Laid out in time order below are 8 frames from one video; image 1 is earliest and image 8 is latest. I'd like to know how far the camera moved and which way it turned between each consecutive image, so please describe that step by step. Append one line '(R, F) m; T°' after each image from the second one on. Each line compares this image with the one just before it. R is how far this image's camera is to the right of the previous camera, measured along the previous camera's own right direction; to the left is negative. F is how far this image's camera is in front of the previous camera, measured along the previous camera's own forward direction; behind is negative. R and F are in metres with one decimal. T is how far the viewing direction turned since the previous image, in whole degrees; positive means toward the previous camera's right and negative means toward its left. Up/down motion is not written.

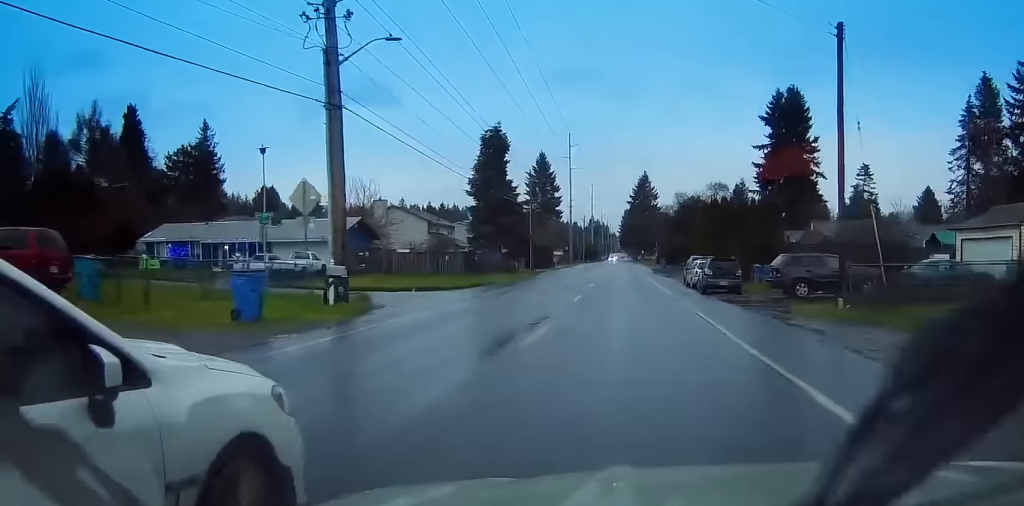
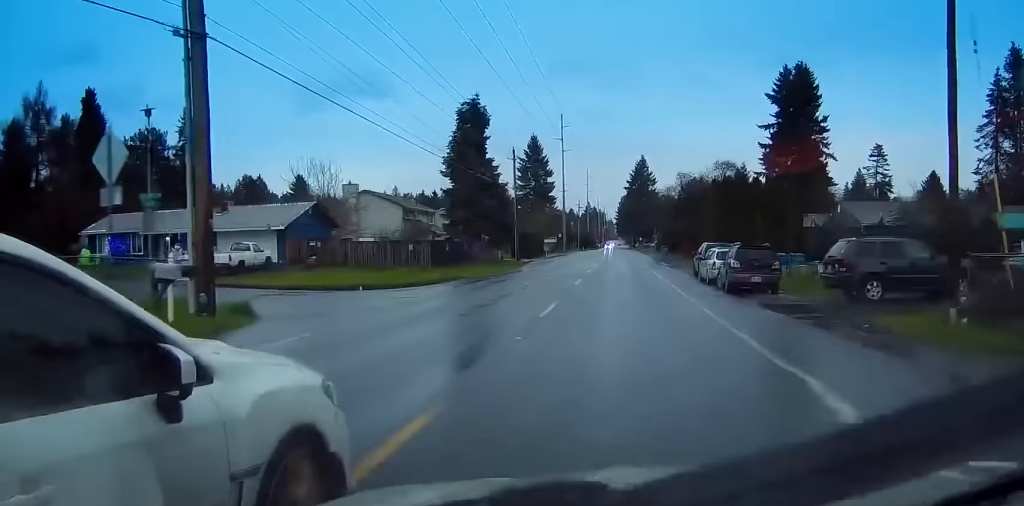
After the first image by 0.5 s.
(+0.2, +8.4) m; +1°
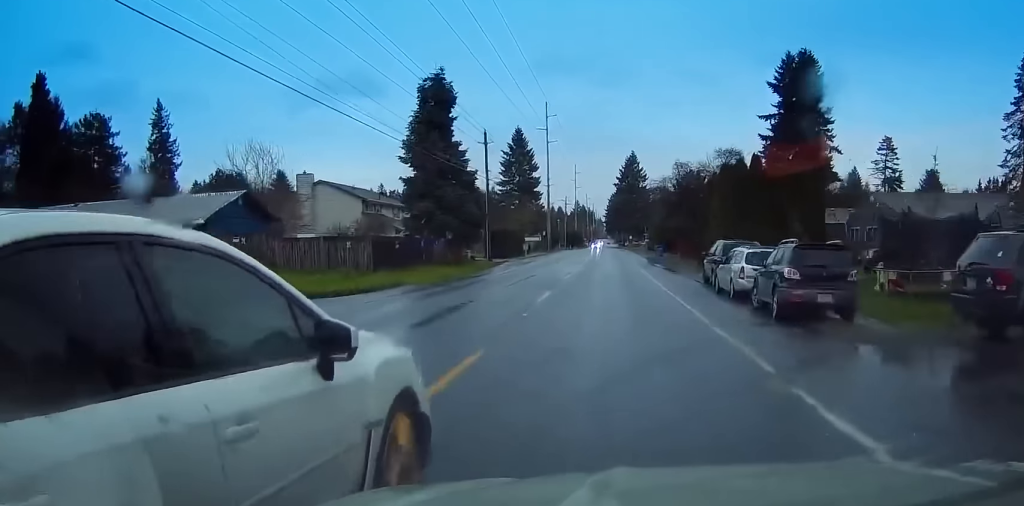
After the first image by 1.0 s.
(+0.2, +9.0) m; +1°
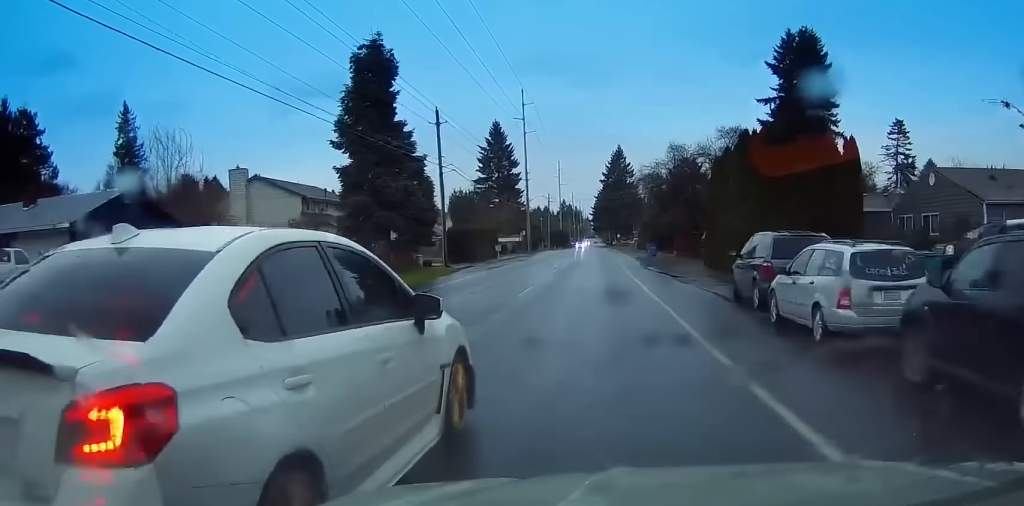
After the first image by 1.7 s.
(0.0, +10.5) m; 0°
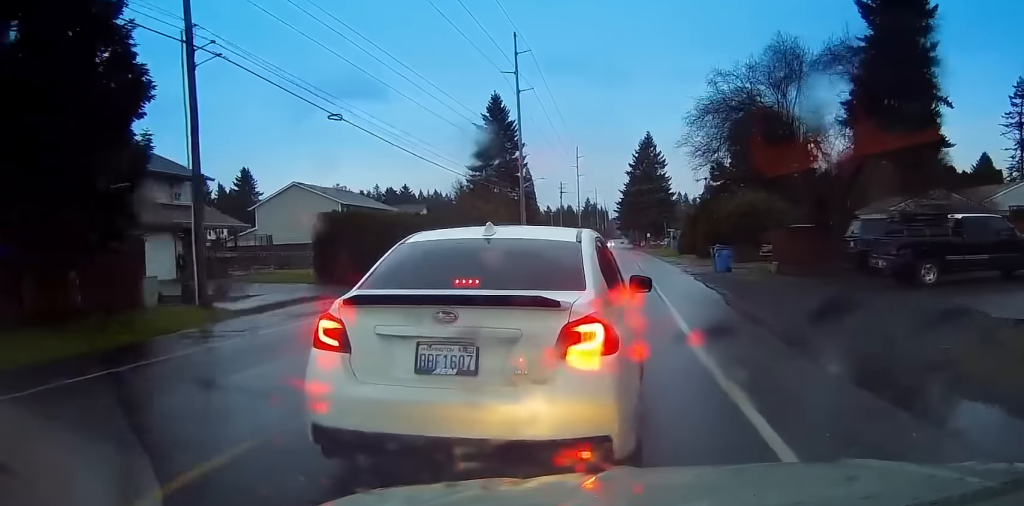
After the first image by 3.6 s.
(0.0, +30.0) m; 0°
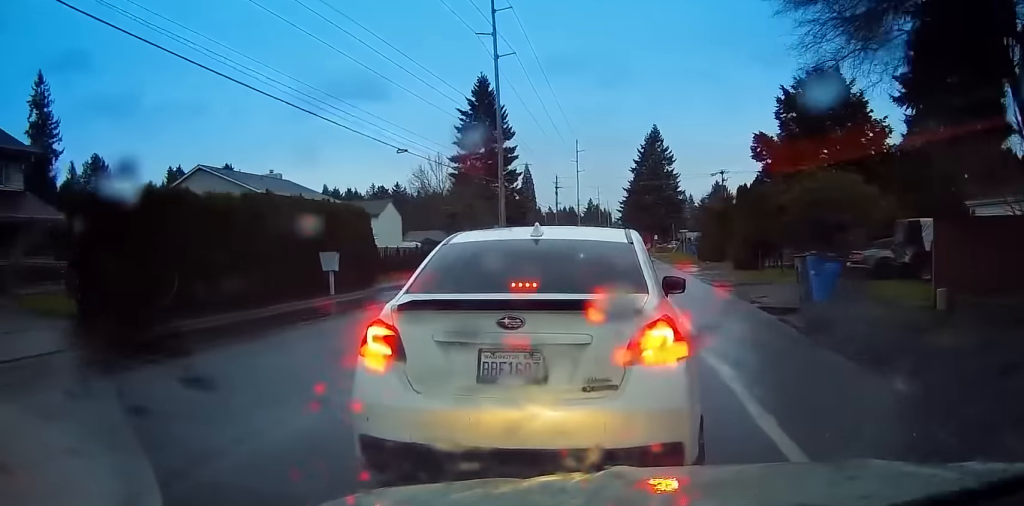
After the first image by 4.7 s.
(0.0, +16.0) m; 0°
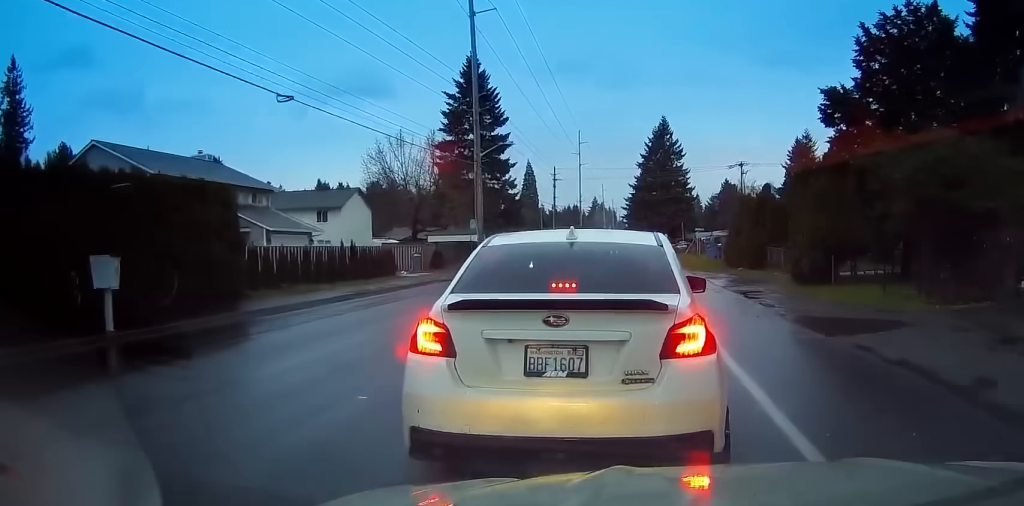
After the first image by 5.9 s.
(0.0, +13.2) m; 0°
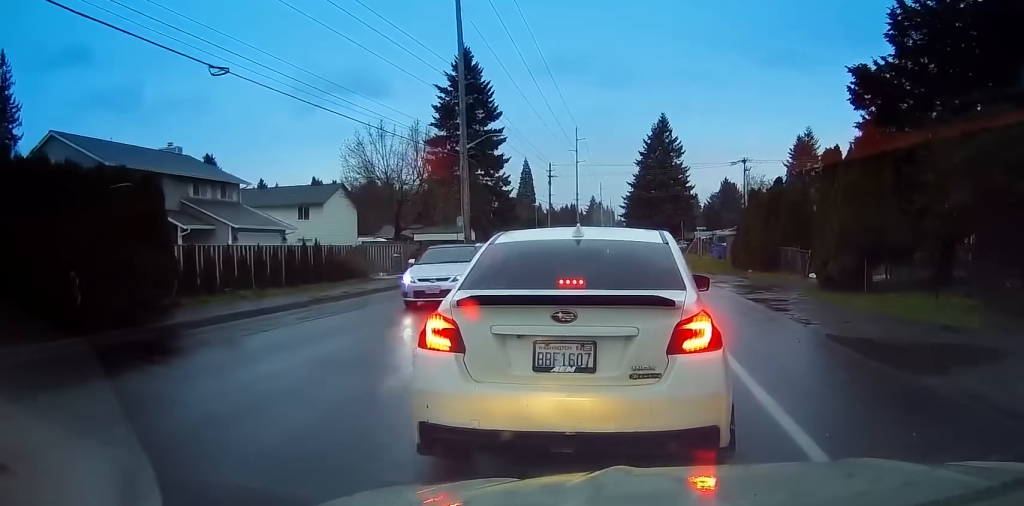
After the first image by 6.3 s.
(0.0, +3.7) m; 0°
